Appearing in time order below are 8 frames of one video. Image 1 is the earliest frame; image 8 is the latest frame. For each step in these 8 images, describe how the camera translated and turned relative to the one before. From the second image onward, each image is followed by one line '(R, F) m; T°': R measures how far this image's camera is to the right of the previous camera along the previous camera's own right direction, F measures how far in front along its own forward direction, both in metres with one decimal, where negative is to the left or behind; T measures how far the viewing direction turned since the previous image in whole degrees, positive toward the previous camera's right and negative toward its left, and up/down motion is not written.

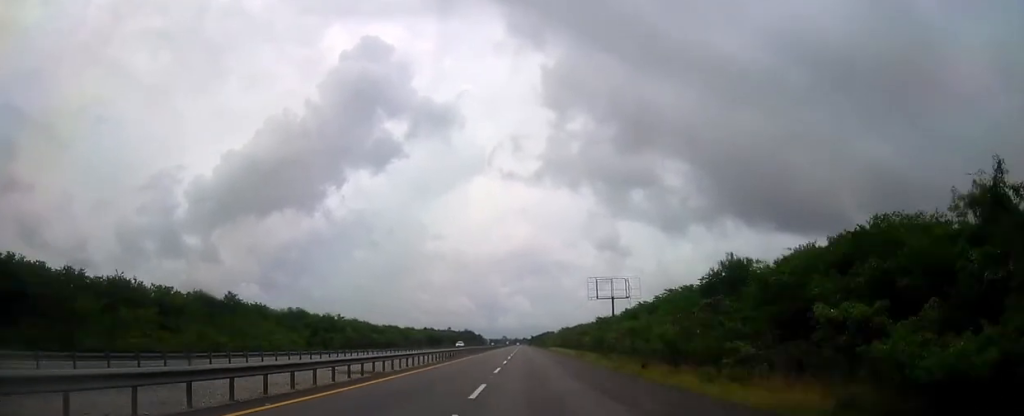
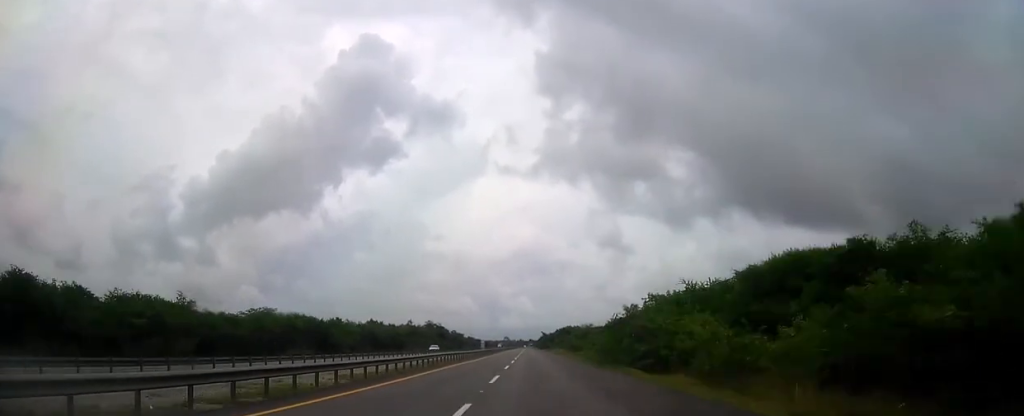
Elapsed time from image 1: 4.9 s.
(+0.2, +152.9) m; 0°
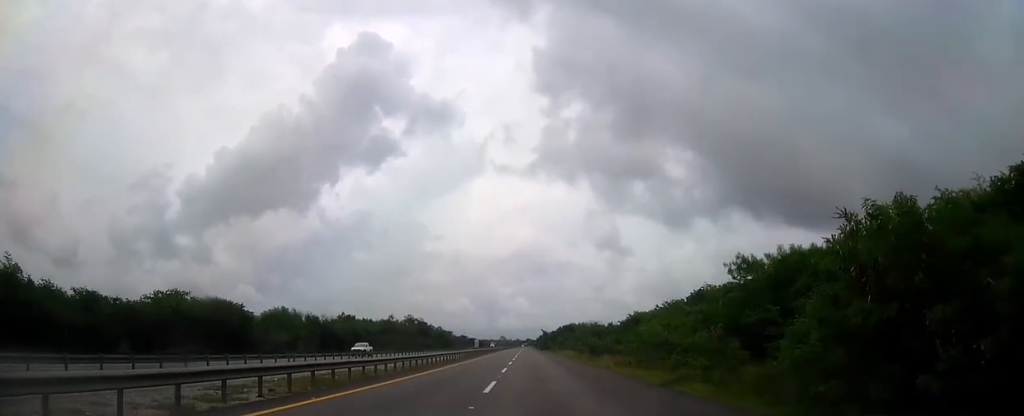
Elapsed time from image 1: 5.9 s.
(0.0, +31.2) m; 0°
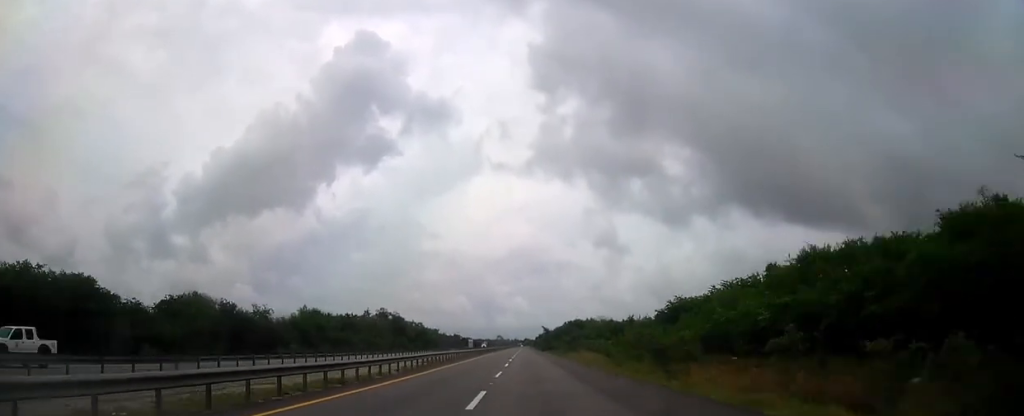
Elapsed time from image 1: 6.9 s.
(0.0, +31.0) m; 0°
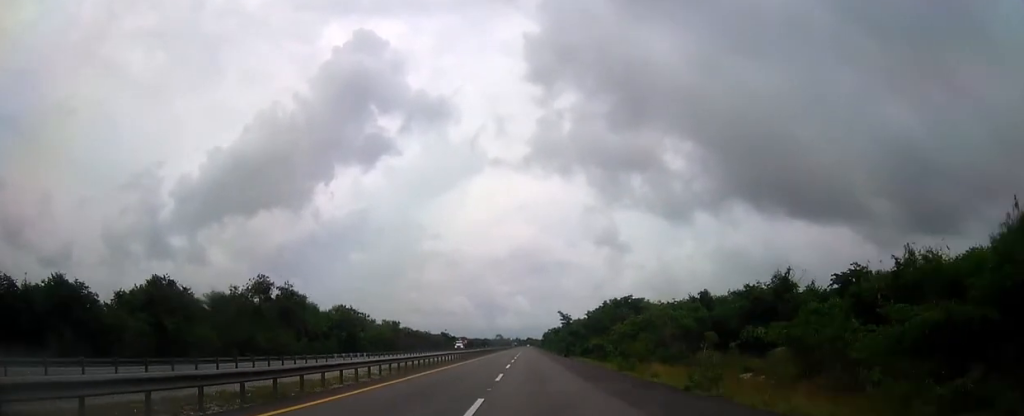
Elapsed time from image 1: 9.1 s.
(-0.1, +68.6) m; 0°
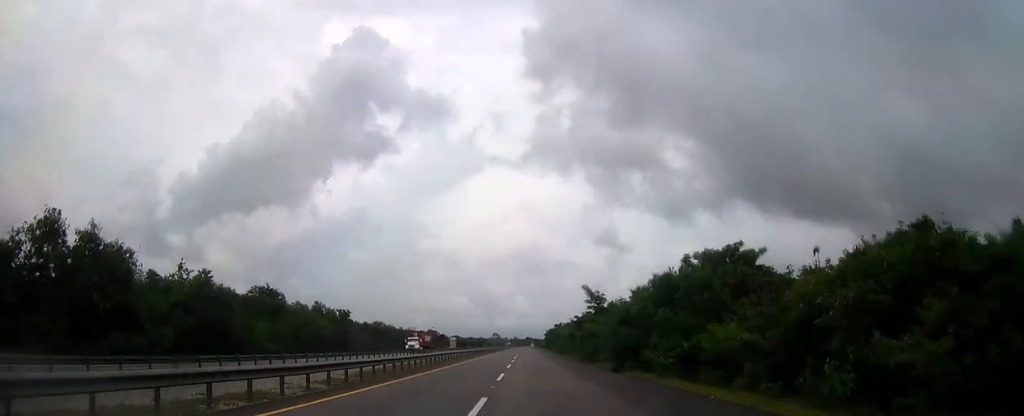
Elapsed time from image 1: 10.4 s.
(0.0, +40.6) m; 0°
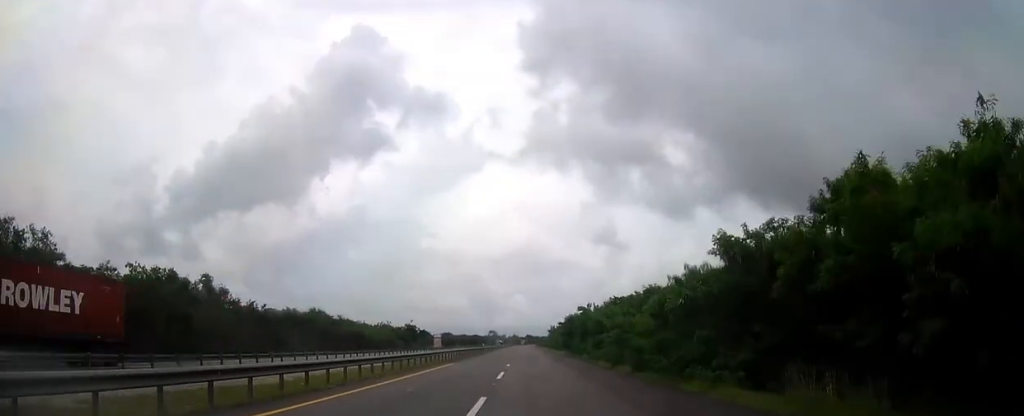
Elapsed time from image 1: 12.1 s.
(0.0, +52.3) m; 0°
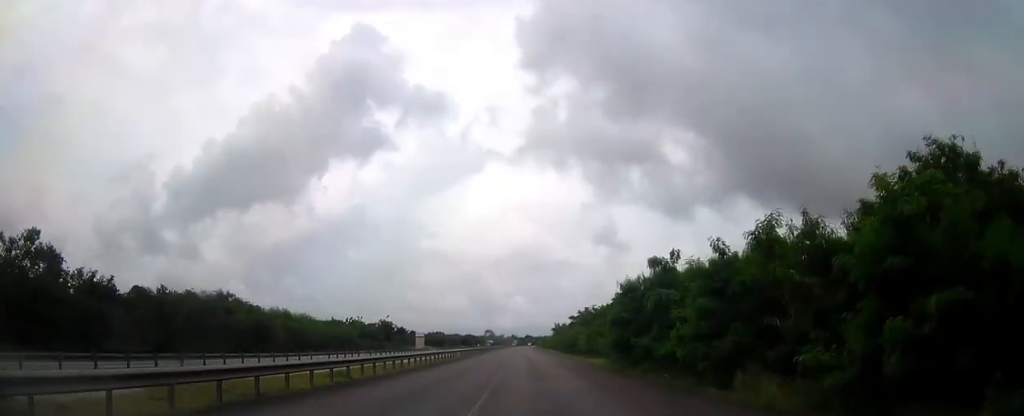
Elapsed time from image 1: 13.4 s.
(0.0, +40.1) m; 0°
